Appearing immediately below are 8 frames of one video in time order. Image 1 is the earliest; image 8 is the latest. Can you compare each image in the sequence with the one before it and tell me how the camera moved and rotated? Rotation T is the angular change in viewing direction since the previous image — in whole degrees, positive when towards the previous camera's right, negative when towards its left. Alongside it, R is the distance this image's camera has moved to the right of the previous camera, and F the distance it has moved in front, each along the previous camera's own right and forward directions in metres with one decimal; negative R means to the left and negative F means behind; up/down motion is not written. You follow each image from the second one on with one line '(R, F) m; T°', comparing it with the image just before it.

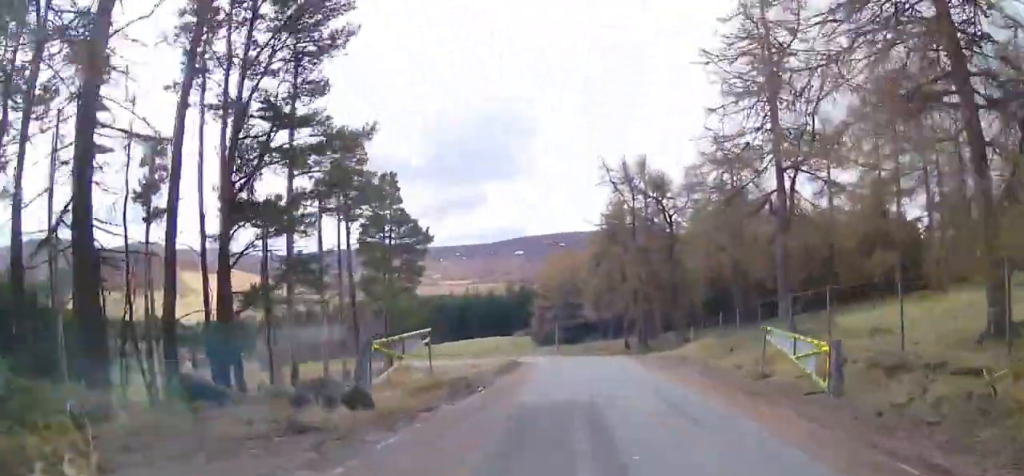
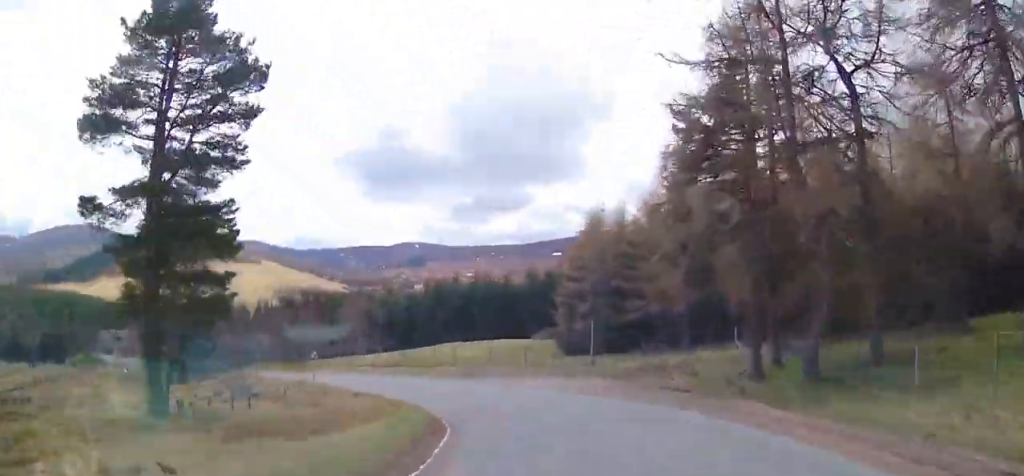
(-3.2, +30.1) m; -14°
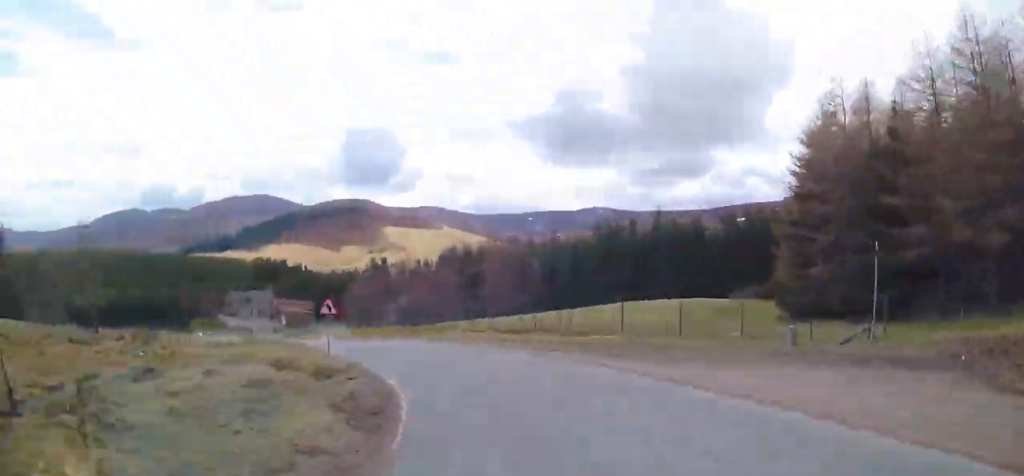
(-1.1, +22.4) m; -14°
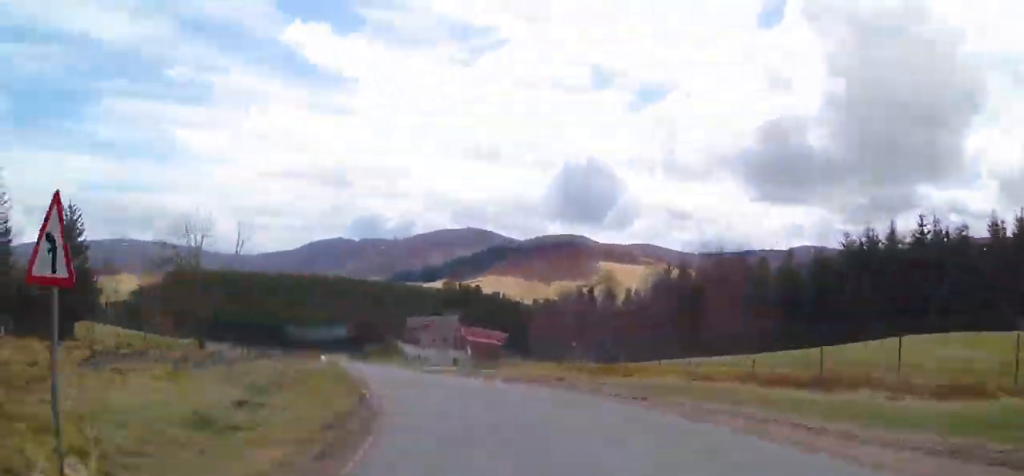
(-3.2, +18.2) m; -13°
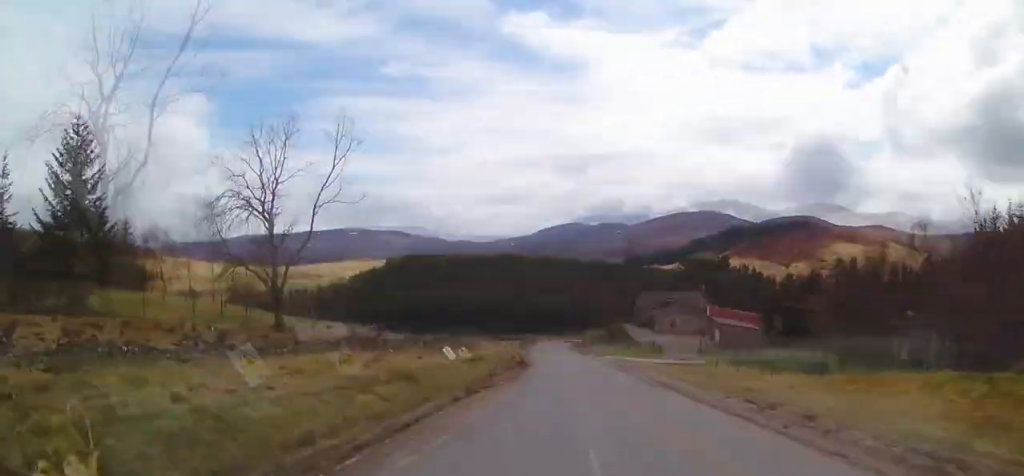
(-3.8, +25.5) m; -14°
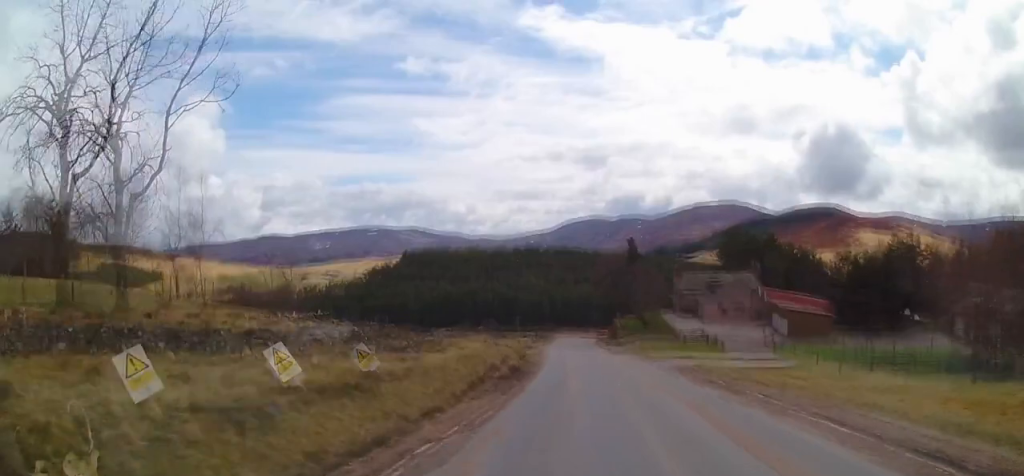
(-3.6, +19.6) m; -6°
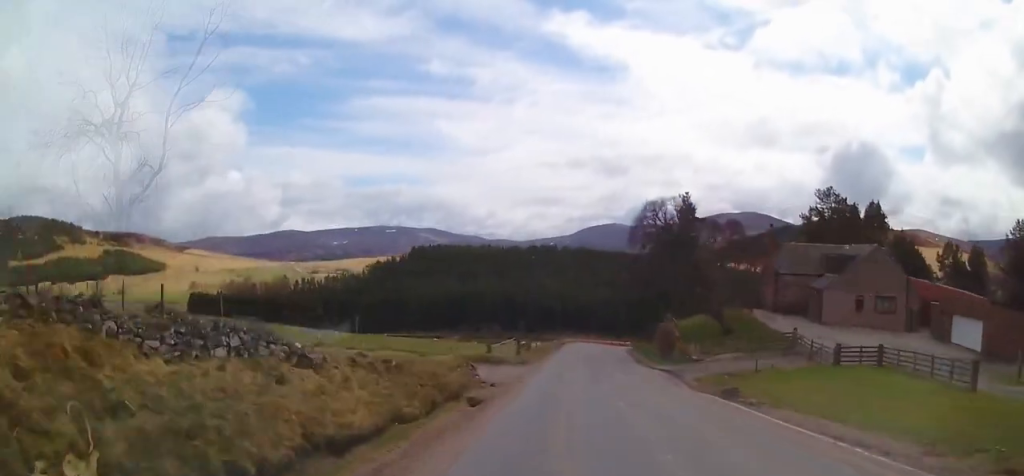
(-0.8, +30.8) m; 0°
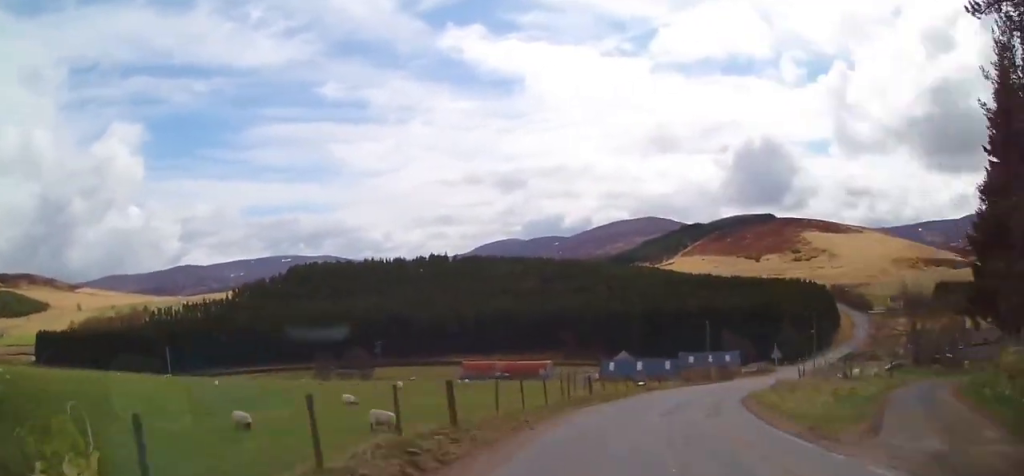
(+2.6, +61.6) m; +14°
